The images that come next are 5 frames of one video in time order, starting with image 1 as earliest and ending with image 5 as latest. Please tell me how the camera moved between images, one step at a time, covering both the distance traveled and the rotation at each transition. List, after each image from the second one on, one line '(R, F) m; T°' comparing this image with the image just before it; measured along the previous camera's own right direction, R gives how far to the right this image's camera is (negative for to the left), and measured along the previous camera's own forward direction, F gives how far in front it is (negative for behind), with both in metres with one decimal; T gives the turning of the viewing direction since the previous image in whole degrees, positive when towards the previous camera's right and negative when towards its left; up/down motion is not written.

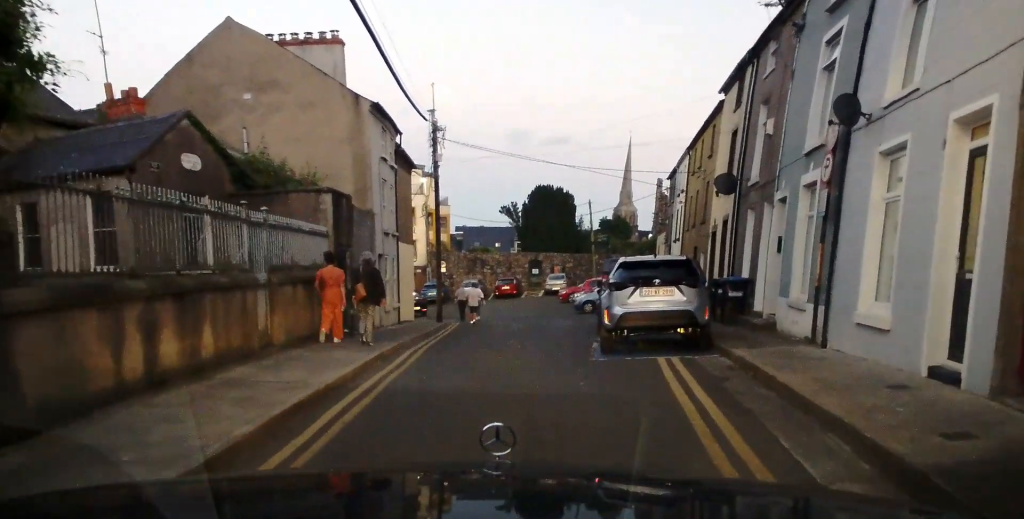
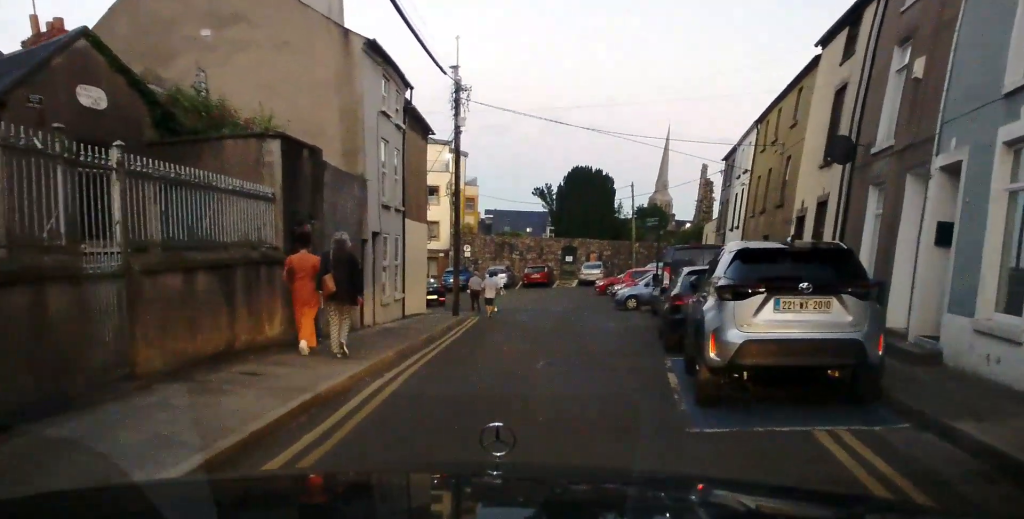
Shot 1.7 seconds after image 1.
(-0.2, +5.2) m; 0°
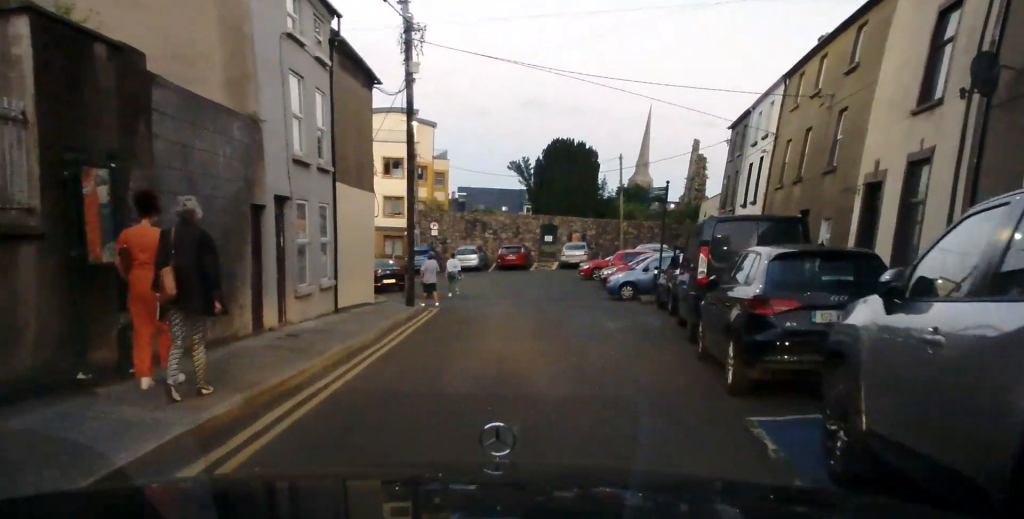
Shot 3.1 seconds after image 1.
(-0.1, +5.0) m; -1°
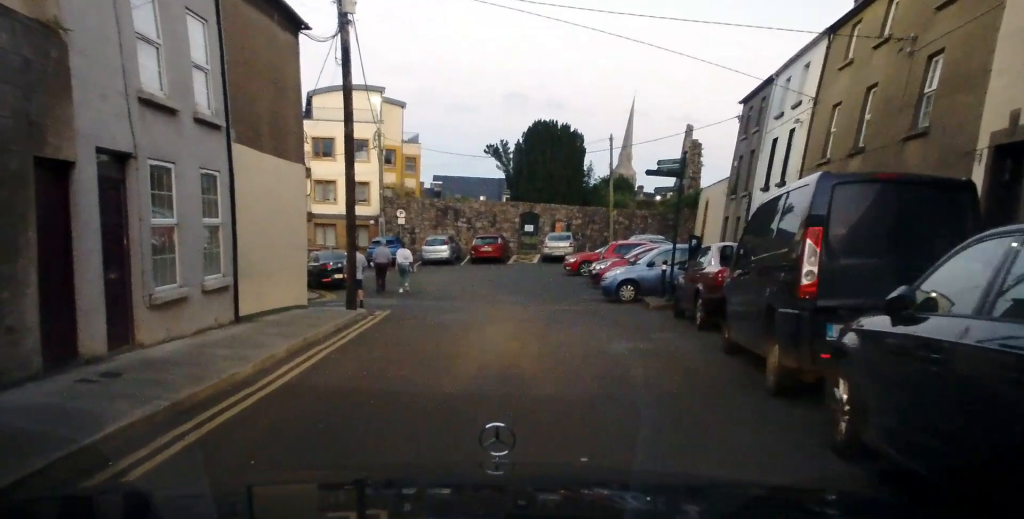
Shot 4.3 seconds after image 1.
(+0.1, +4.7) m; +1°
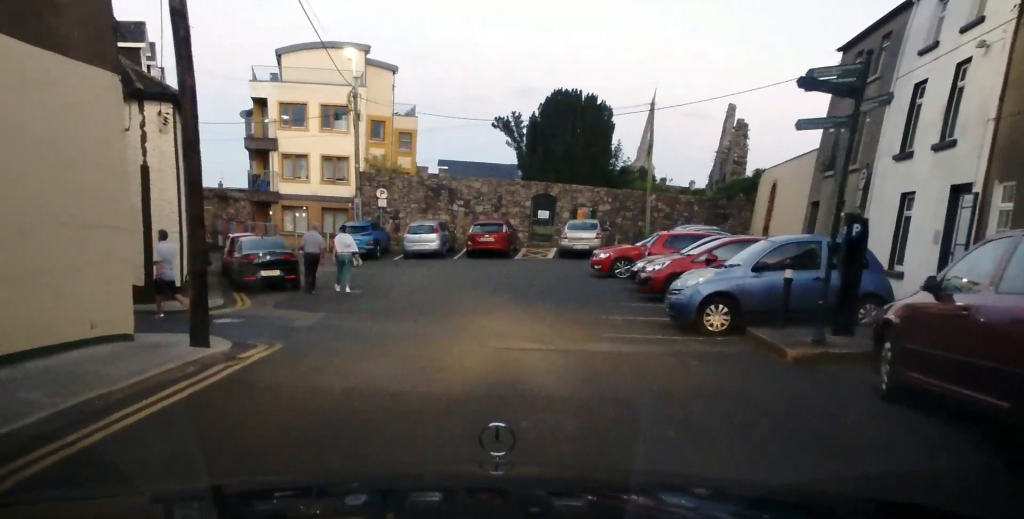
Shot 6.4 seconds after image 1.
(+0.2, +8.6) m; +1°
